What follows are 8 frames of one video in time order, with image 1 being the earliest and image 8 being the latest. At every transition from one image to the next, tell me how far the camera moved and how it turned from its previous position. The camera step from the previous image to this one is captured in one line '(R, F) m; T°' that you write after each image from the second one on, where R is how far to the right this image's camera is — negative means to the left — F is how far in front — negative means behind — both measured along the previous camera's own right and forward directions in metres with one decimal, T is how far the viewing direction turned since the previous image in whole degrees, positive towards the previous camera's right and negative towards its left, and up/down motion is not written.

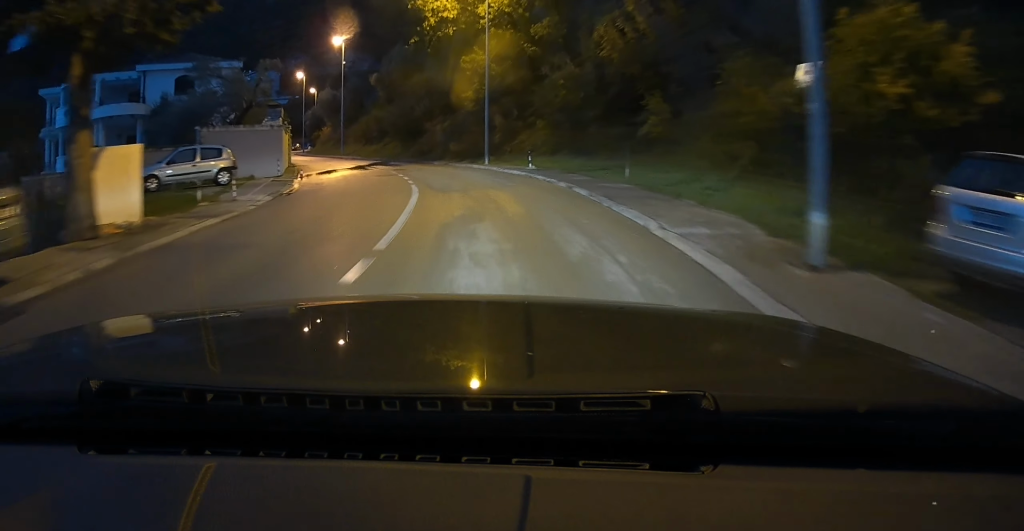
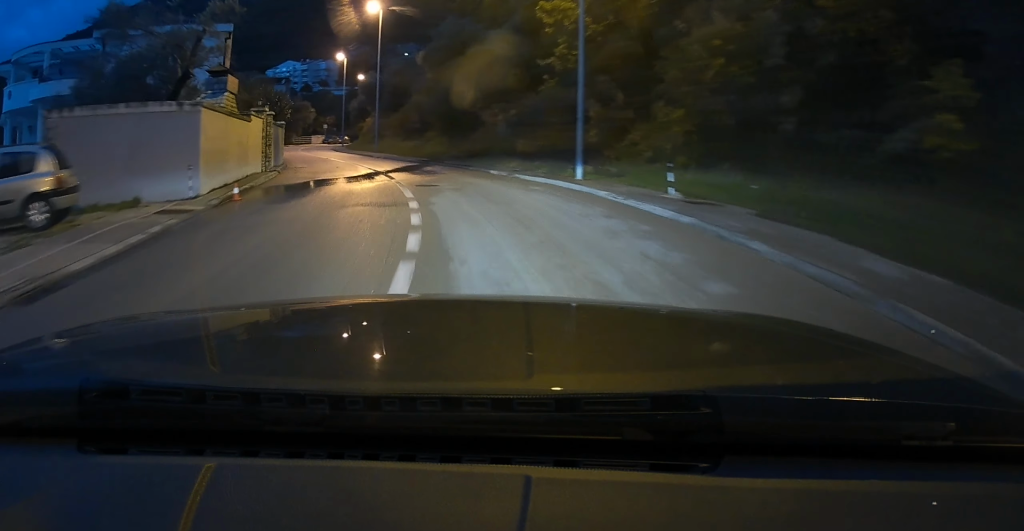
(-0.1, +12.7) m; -2°
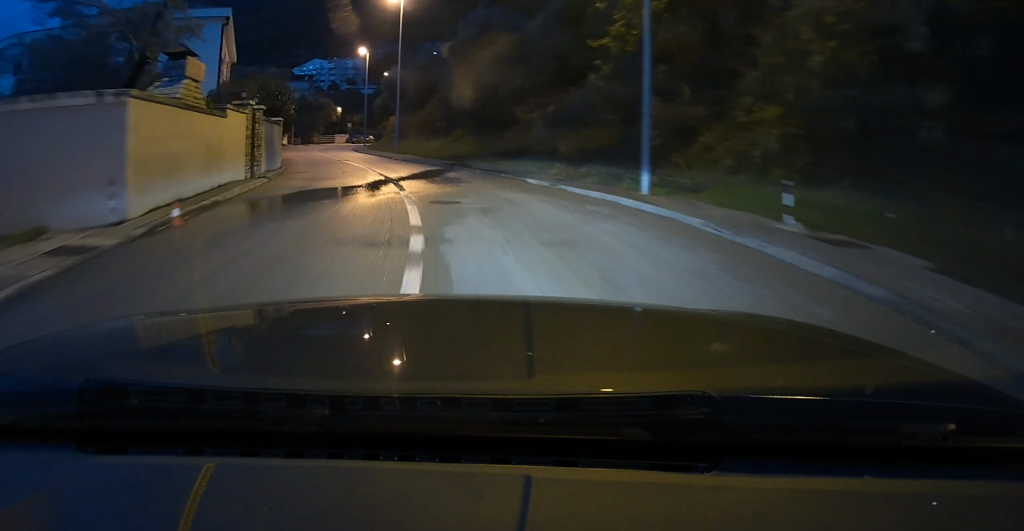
(0.0, +4.3) m; -1°
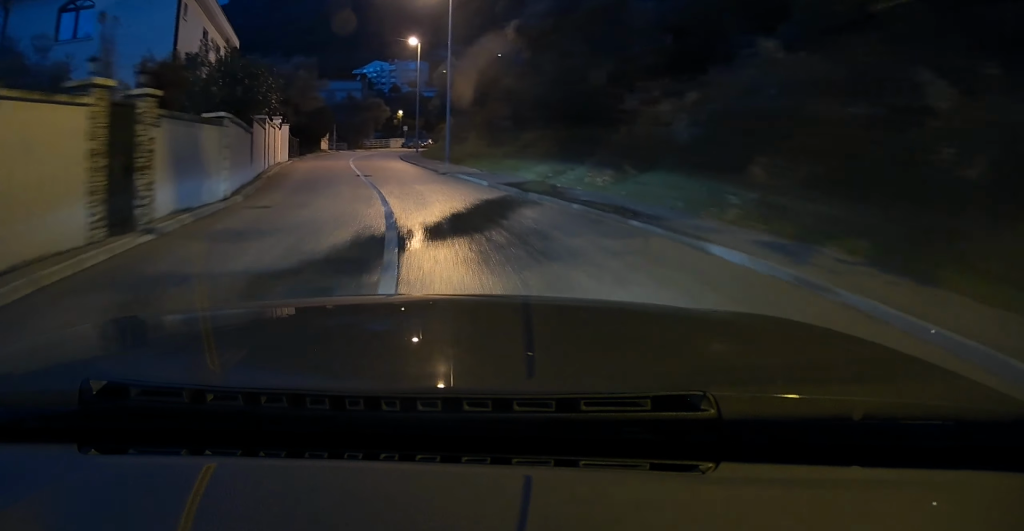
(-0.3, +10.4) m; -4°
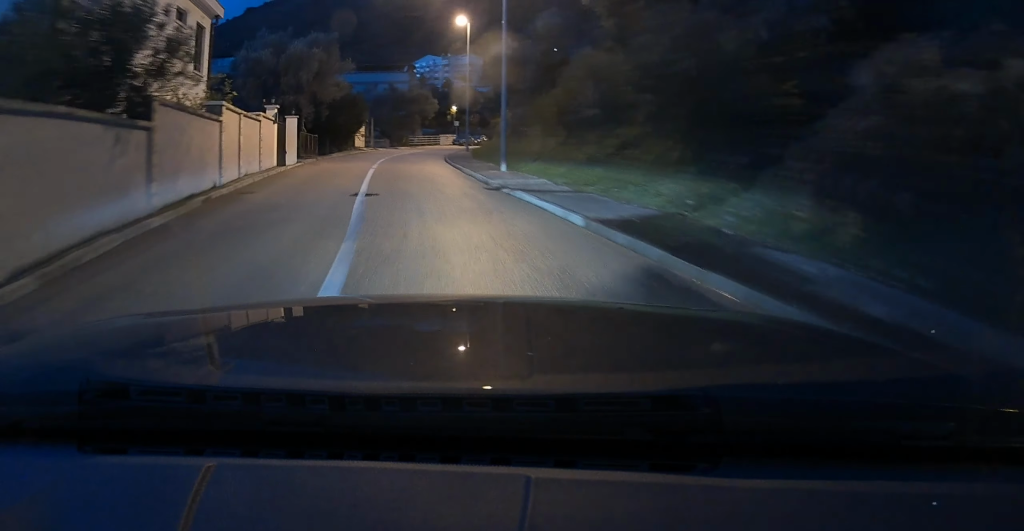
(-0.3, +8.9) m; -5°
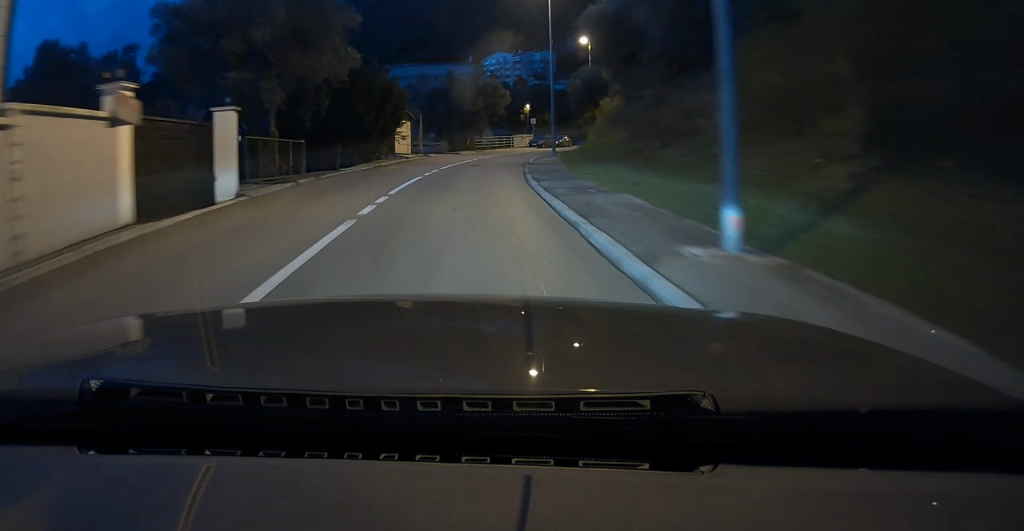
(-1.2, +14.9) m; -7°
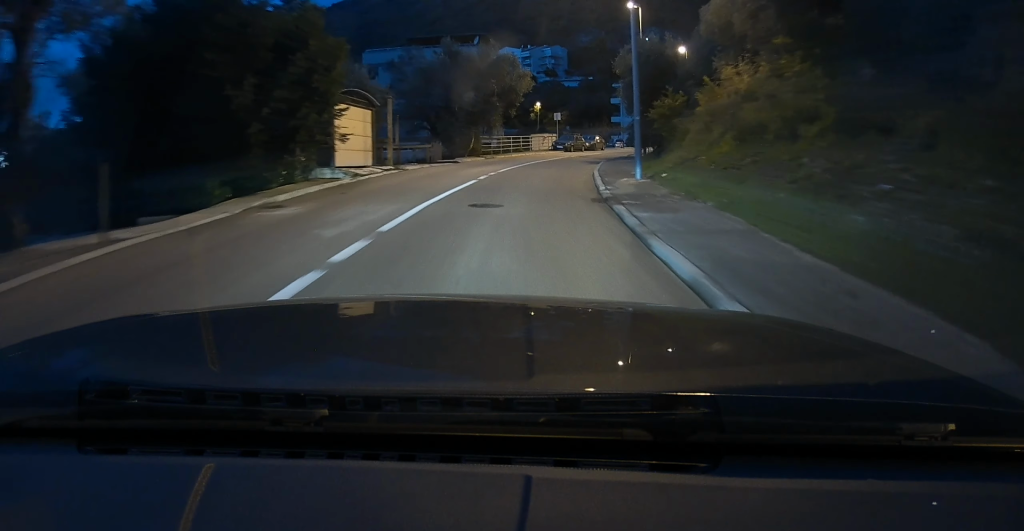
(-0.6, +17.1) m; -4°
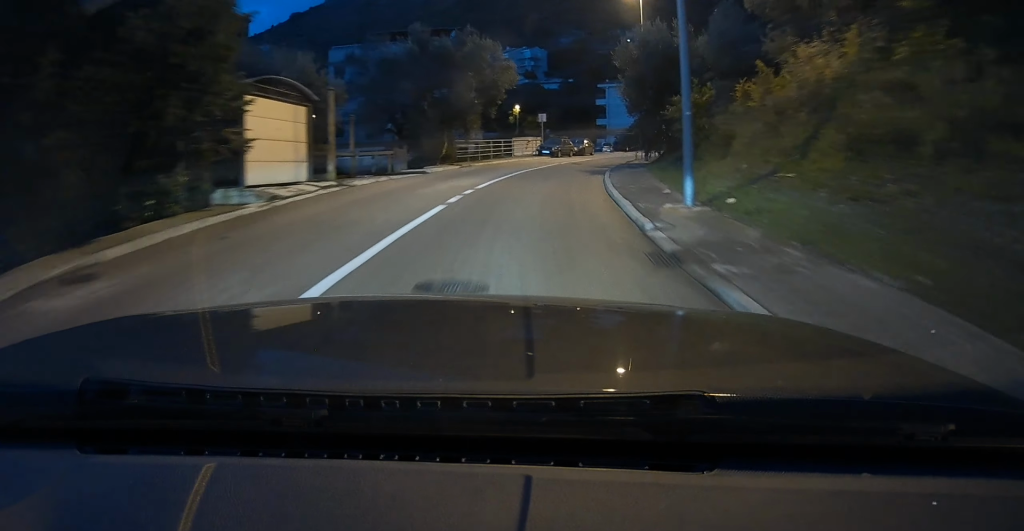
(-0.2, +6.0) m; +1°
